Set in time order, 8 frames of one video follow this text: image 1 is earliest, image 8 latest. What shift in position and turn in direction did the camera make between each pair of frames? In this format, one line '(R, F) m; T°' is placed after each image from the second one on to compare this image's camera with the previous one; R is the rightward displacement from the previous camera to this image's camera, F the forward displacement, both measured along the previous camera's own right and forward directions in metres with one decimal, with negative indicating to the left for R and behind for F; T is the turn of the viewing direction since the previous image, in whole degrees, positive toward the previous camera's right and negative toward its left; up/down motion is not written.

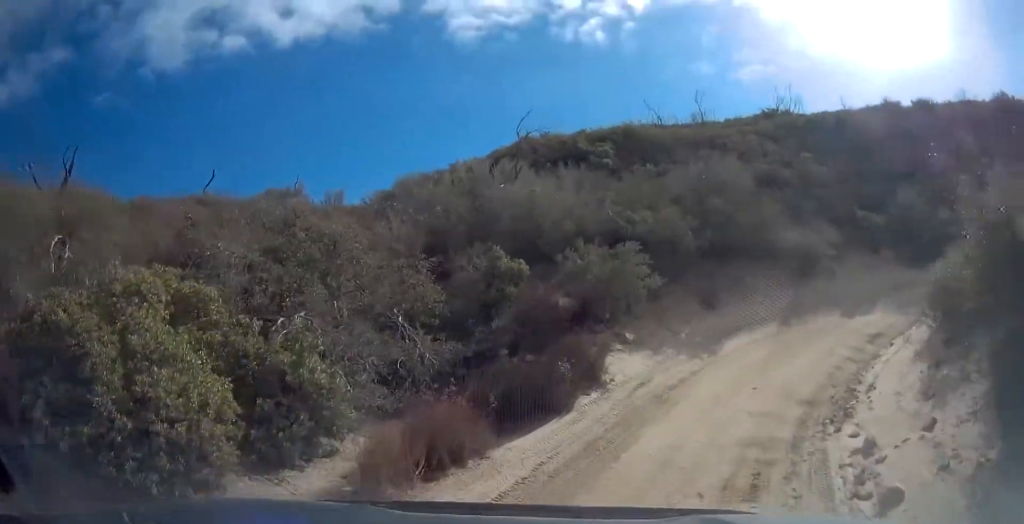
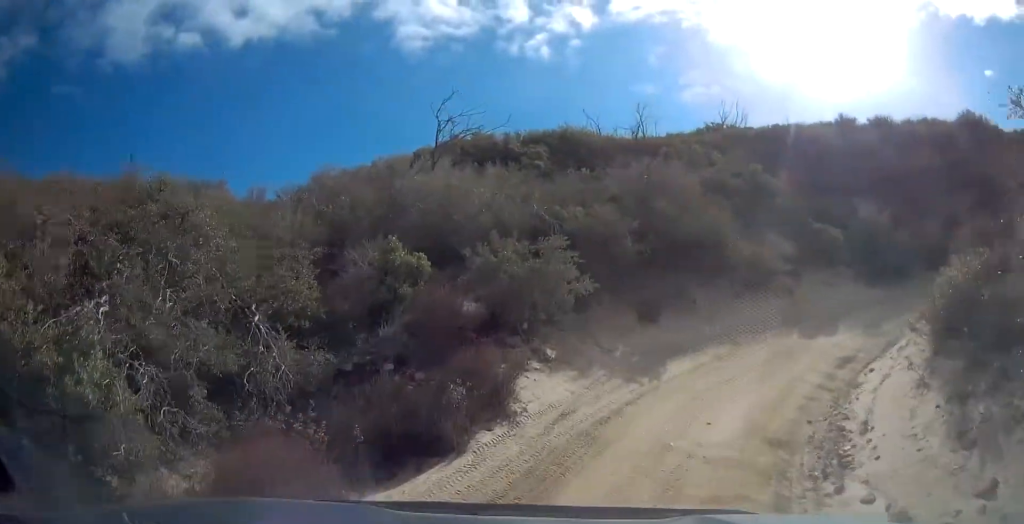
(-0.2, +2.3) m; +6°
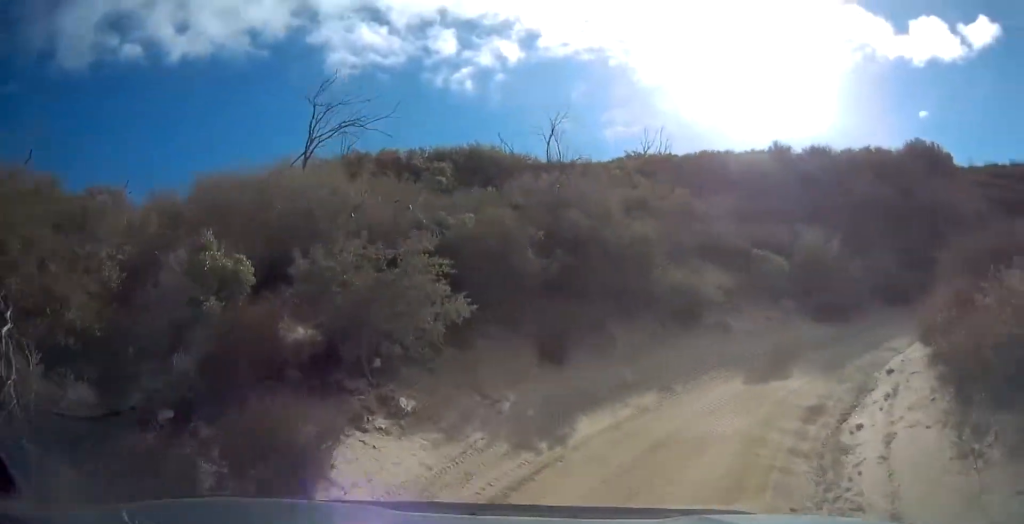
(-0.2, +2.9) m; +9°
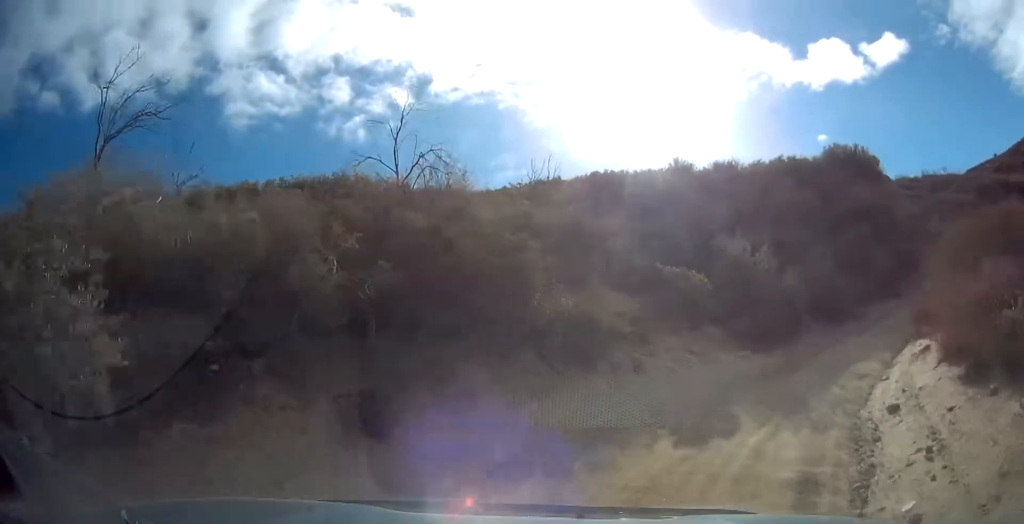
(+0.8, +3.8) m; +19°
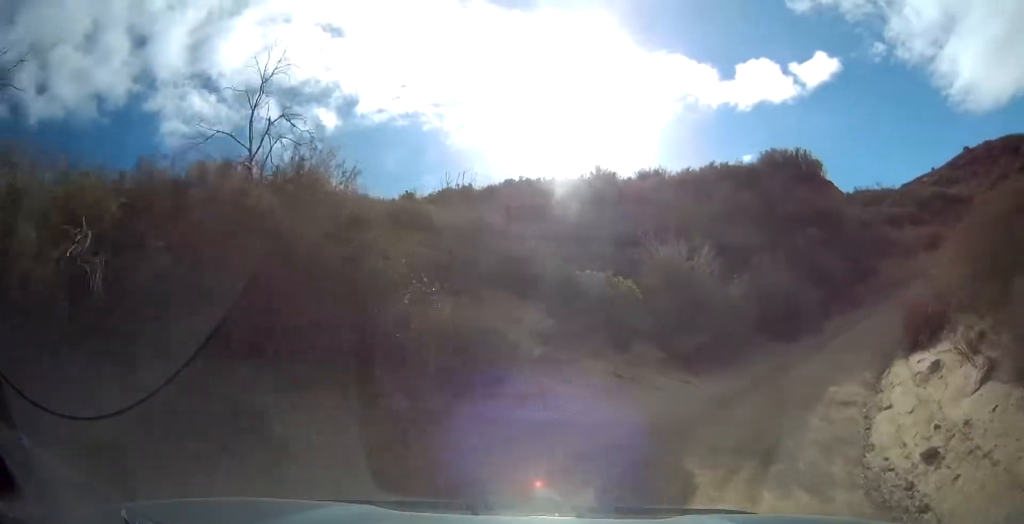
(+0.4, +2.8) m; +7°
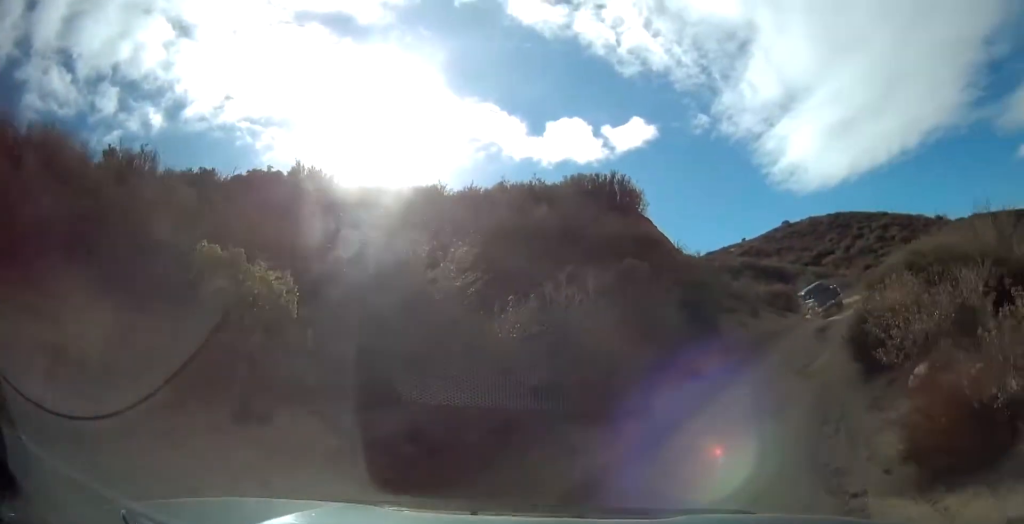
(+0.7, +6.7) m; +13°
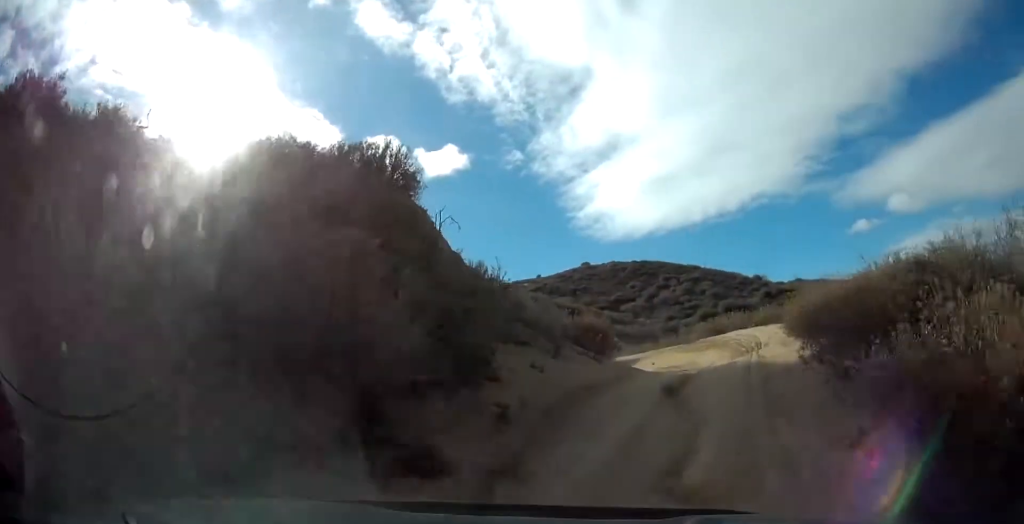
(+1.5, +6.9) m; +28°
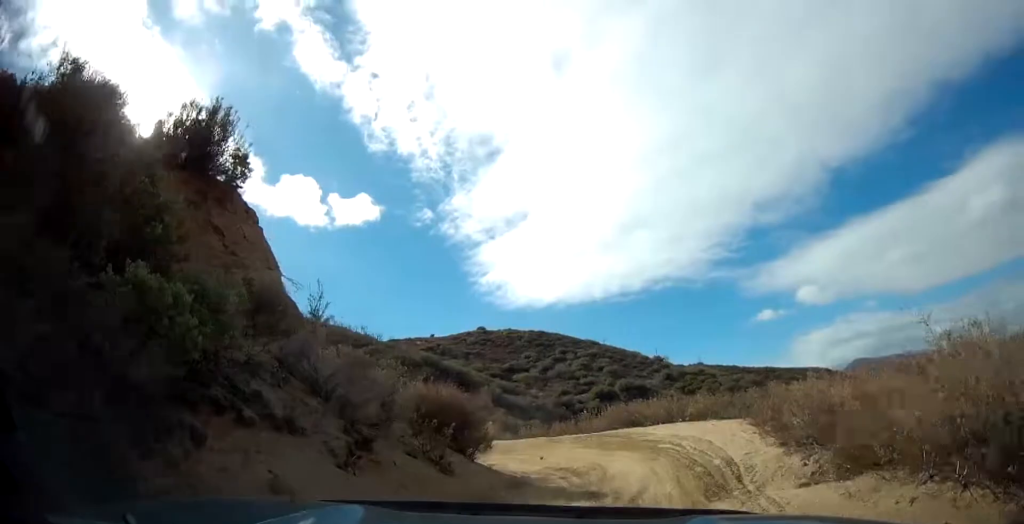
(+1.3, +6.7) m; +9°
